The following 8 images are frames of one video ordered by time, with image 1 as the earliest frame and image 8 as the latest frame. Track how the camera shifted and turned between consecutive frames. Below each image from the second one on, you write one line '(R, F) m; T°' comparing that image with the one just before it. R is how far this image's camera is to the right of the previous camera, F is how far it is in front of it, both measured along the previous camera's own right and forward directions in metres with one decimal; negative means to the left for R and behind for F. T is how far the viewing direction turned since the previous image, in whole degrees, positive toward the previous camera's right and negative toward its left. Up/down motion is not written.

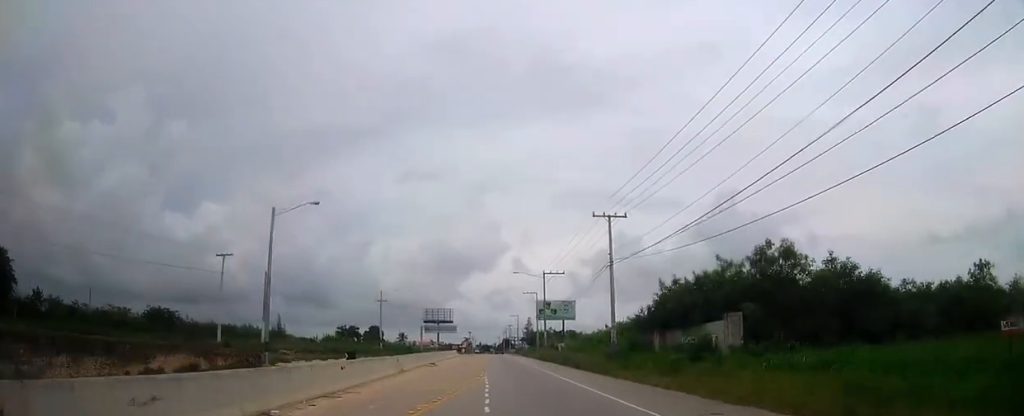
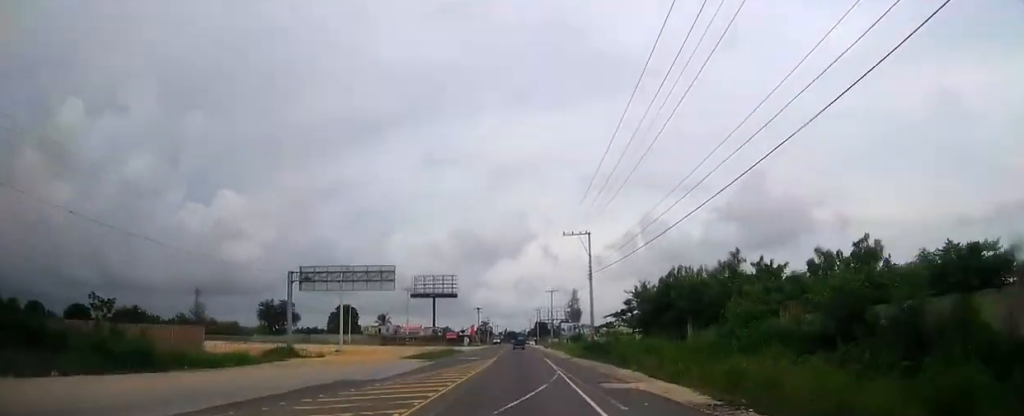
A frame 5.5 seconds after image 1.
(-1.1, +109.1) m; -1°
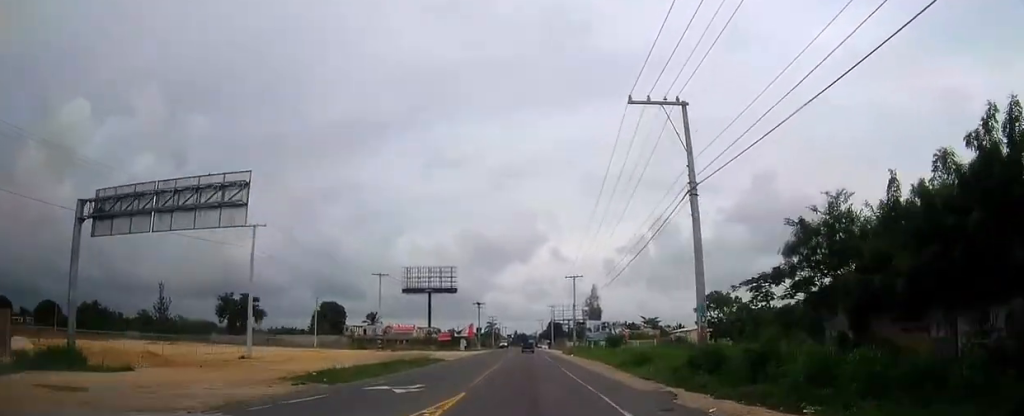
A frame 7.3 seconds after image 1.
(-0.2, +30.7) m; 0°
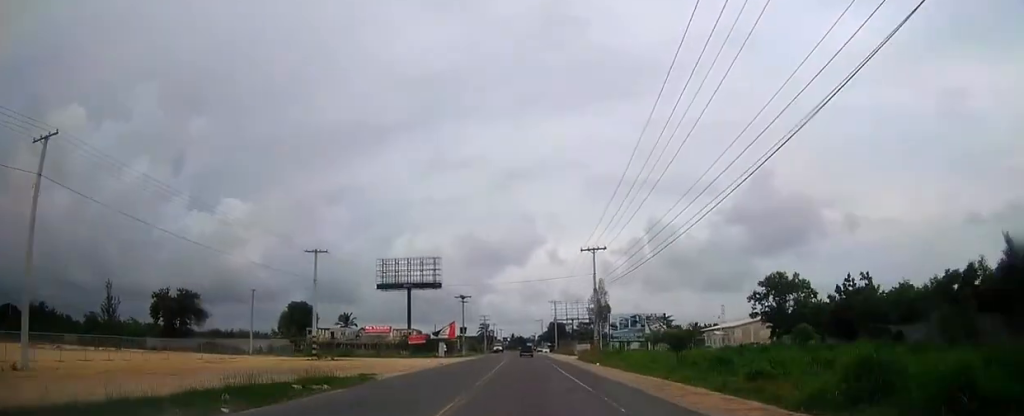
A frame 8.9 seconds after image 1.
(-0.1, +25.2) m; 0°
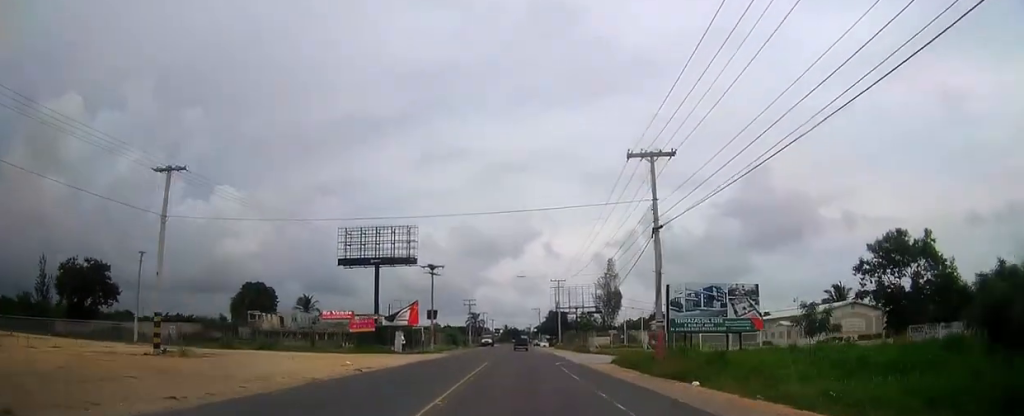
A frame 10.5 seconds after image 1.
(-0.1, +22.3) m; +1°
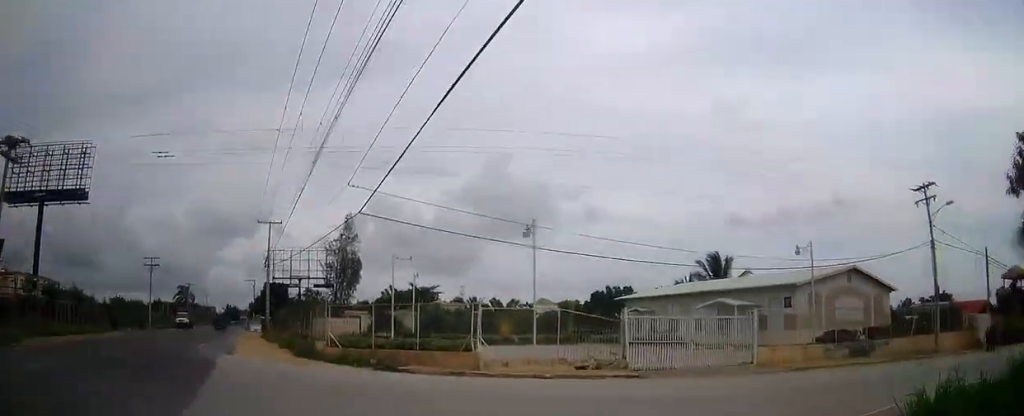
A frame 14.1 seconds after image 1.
(+3.1, +33.9) m; +14°
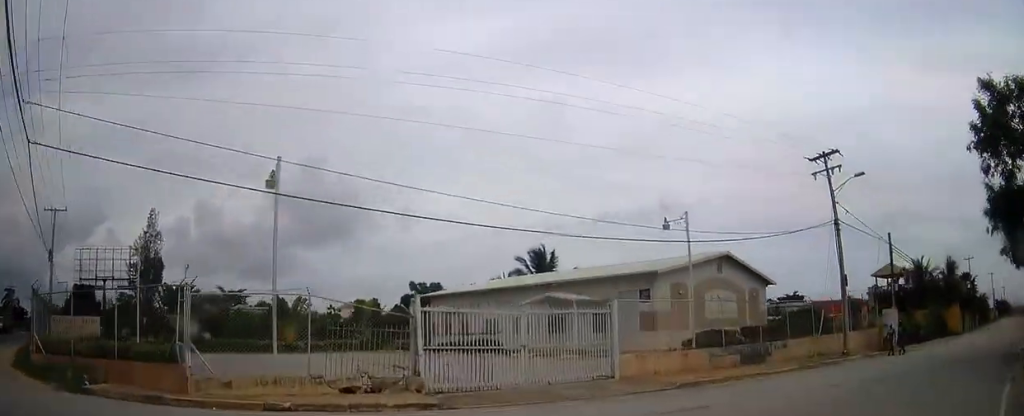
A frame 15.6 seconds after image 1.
(+2.0, +8.8) m; +5°
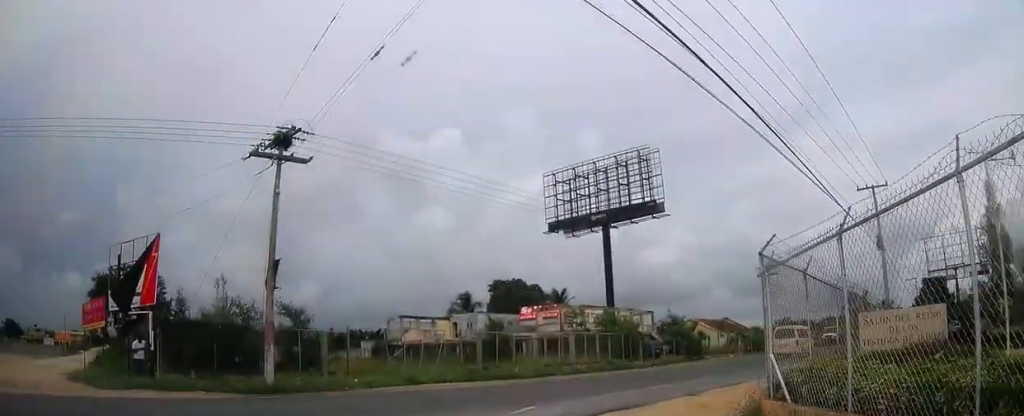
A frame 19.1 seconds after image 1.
(-3.2, +8.6) m; -93°
